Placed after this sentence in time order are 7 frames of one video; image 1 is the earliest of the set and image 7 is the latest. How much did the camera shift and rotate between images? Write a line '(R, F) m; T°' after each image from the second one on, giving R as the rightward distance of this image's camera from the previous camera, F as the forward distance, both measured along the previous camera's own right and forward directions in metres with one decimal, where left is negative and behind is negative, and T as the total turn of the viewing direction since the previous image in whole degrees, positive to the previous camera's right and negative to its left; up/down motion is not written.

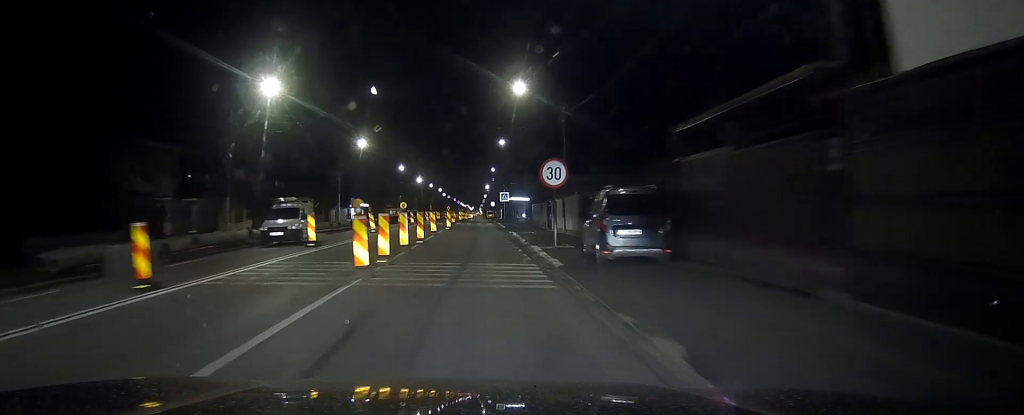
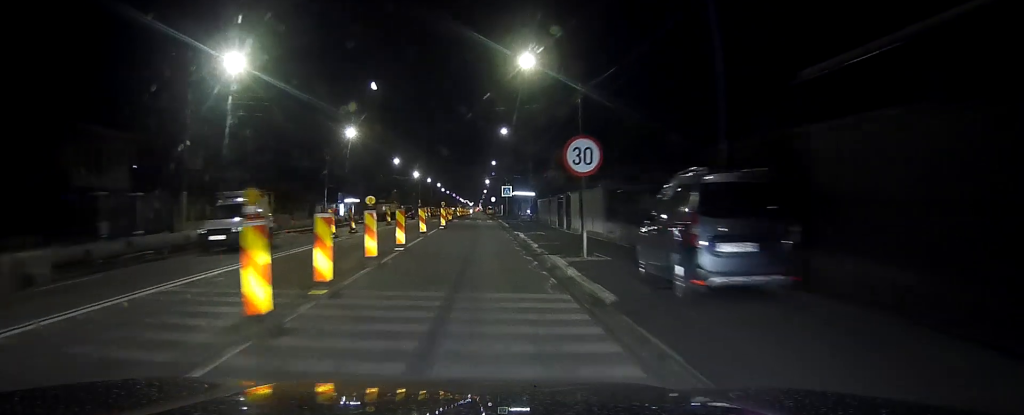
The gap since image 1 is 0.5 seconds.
(0.0, +6.9) m; 0°
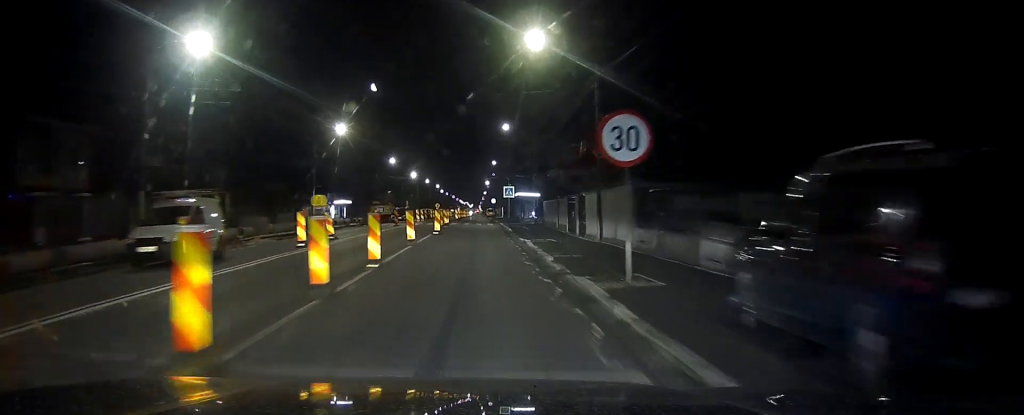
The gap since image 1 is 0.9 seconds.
(+0.1, +5.2) m; 0°
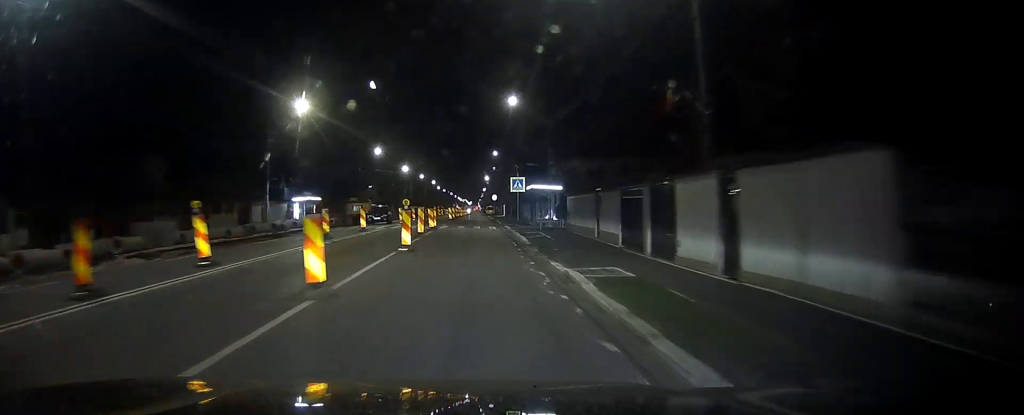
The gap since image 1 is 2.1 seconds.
(-0.1, +14.8) m; 0°
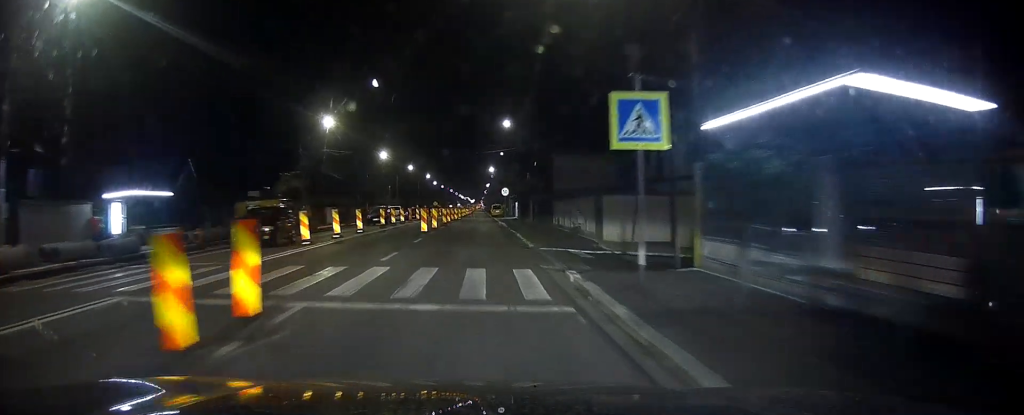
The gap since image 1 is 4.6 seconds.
(0.0, +32.5) m; 0°
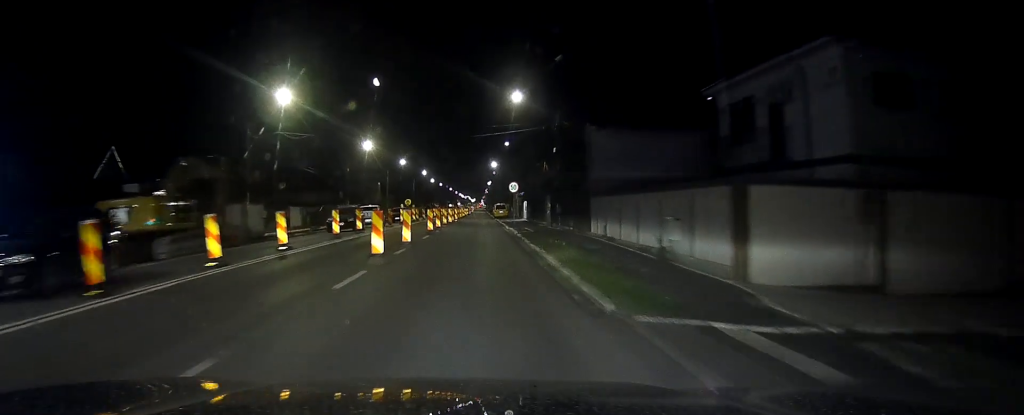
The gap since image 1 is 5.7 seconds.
(+0.1, +14.9) m; 0°
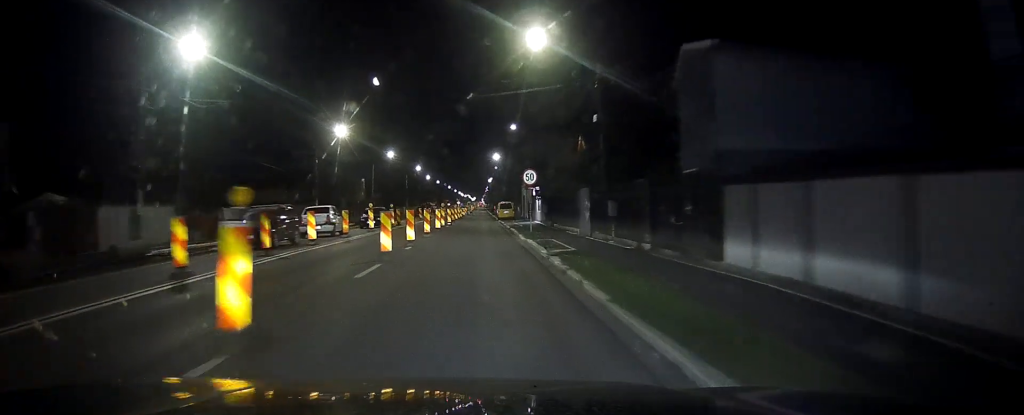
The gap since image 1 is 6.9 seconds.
(0.0, +16.3) m; 0°
